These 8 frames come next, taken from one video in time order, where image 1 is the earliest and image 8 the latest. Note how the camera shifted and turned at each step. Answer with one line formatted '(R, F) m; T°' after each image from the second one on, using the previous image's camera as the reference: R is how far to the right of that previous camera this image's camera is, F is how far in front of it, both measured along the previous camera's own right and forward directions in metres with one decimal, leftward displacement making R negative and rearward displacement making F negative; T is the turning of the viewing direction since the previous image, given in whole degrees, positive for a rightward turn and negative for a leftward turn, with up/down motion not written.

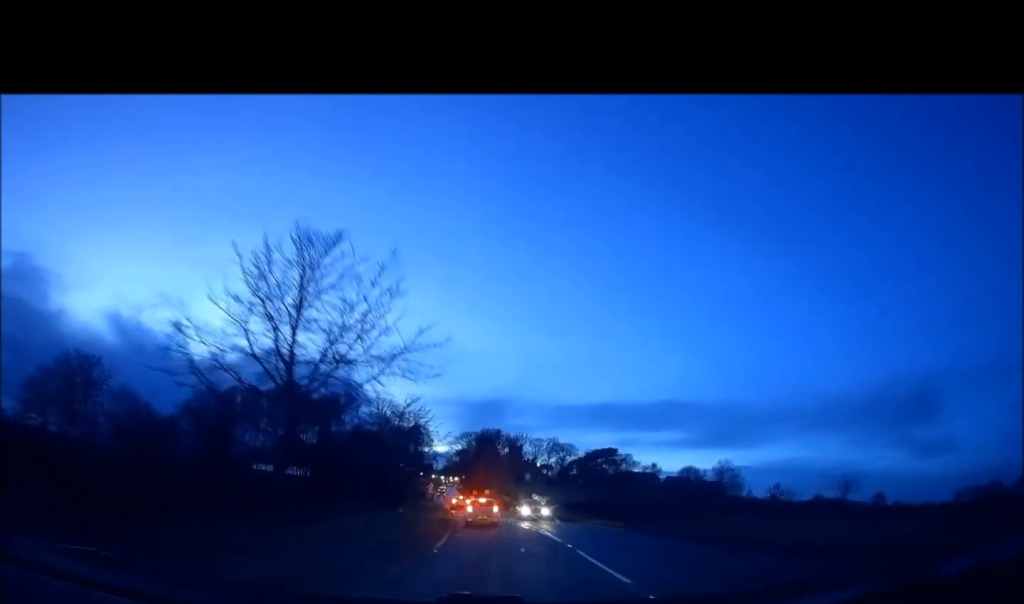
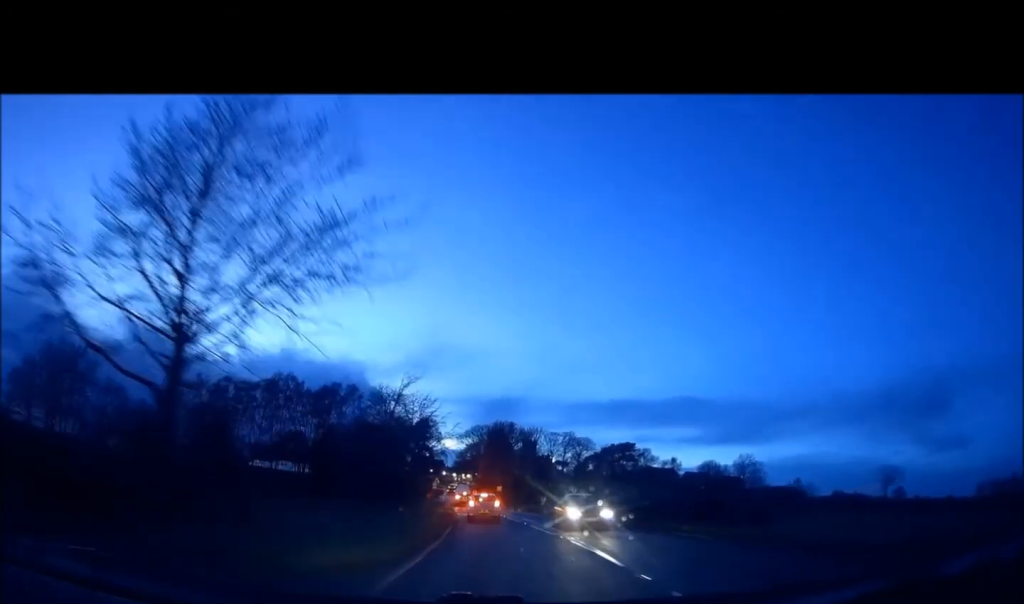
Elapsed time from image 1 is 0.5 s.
(0.0, +7.3) m; -1°
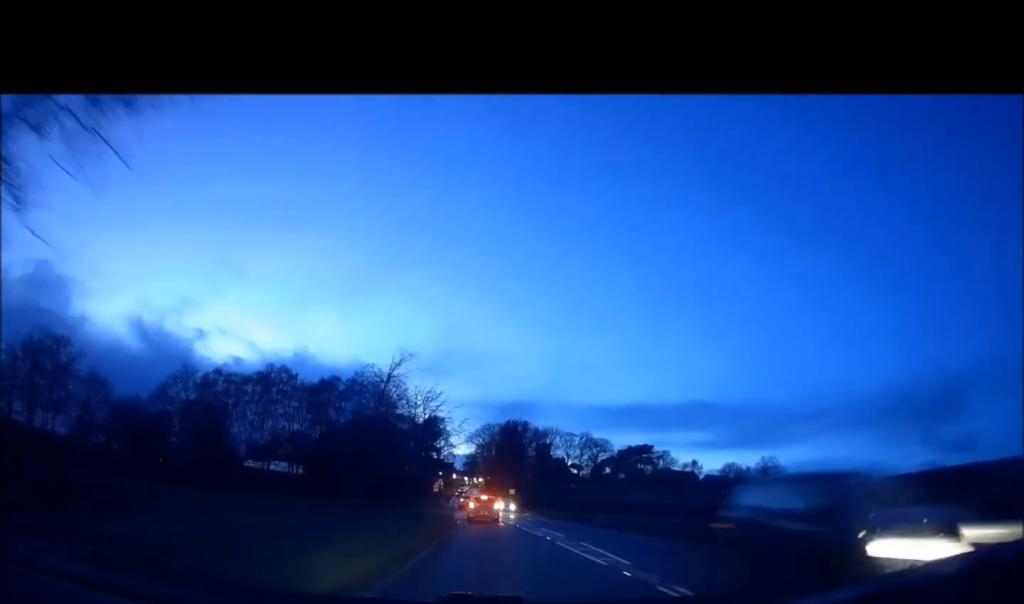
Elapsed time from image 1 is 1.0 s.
(-0.2, +8.1) m; -2°
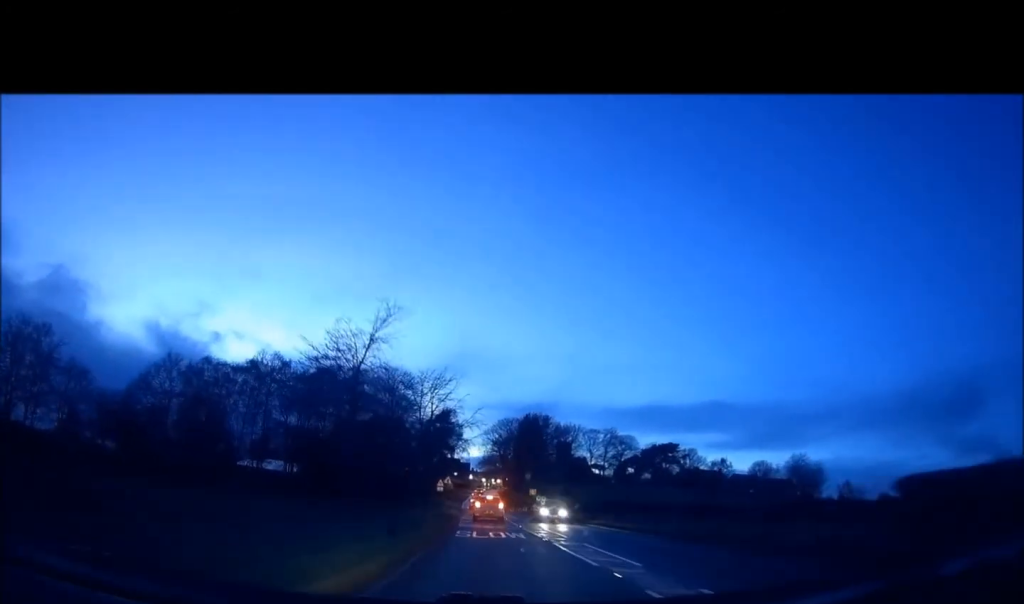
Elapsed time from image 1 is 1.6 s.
(-0.1, +8.3) m; -2°
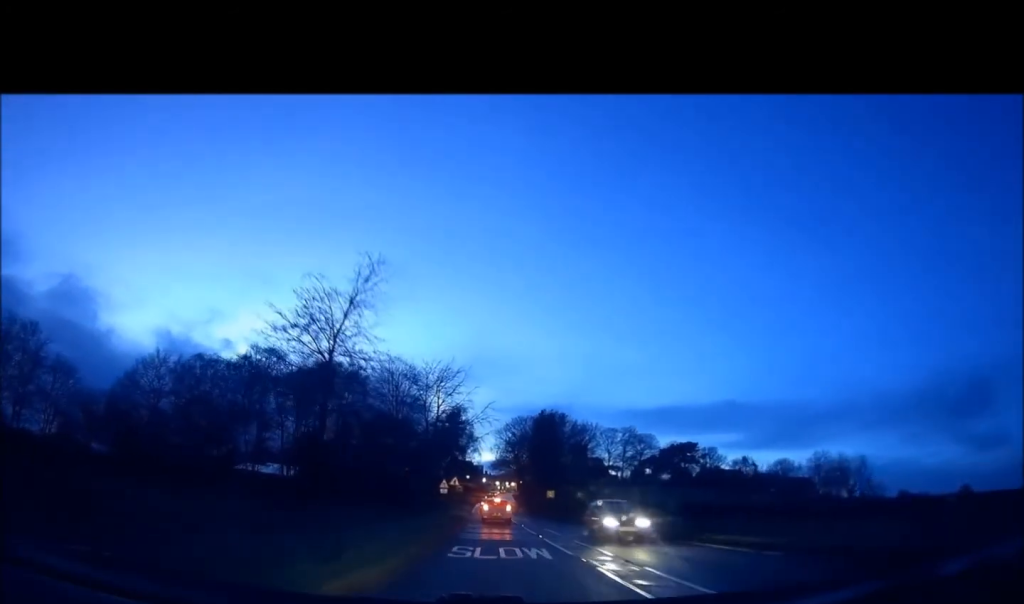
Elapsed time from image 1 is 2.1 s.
(-0.1, +6.0) m; -2°
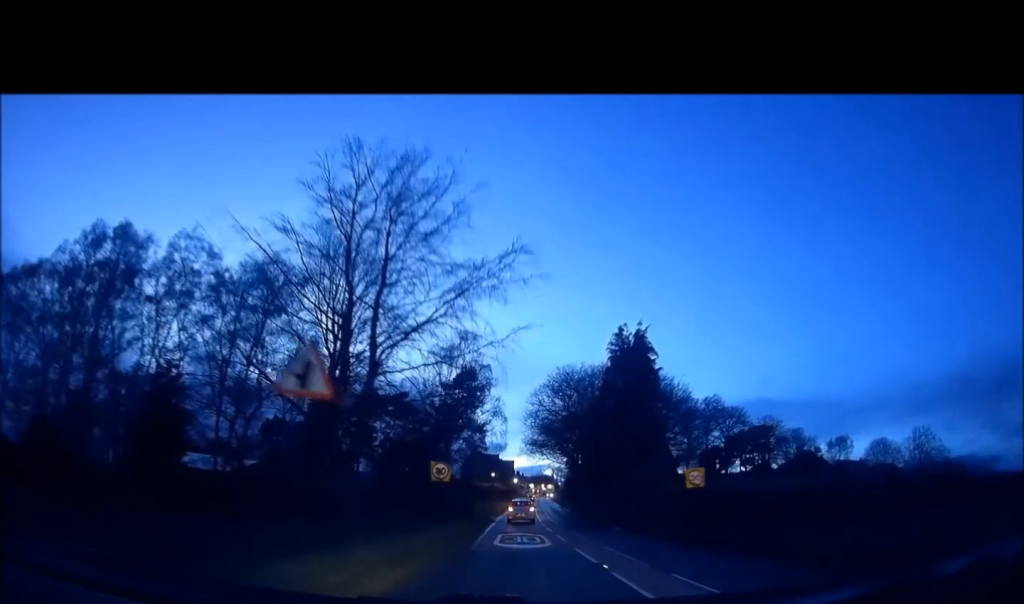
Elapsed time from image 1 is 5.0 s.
(-0.9, +34.3) m; -3°
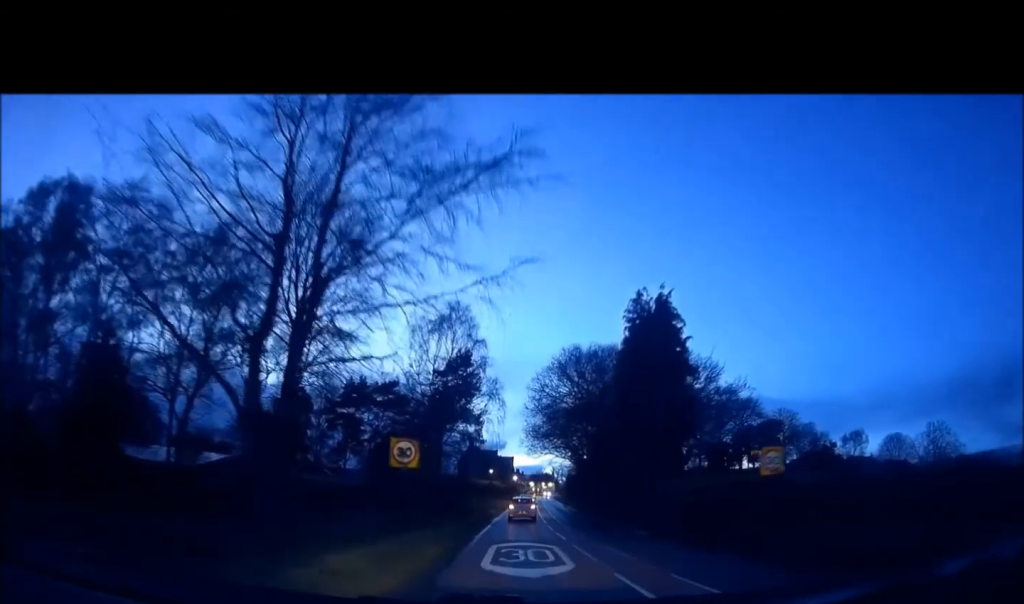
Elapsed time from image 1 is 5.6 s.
(-0.1, +6.2) m; -1°
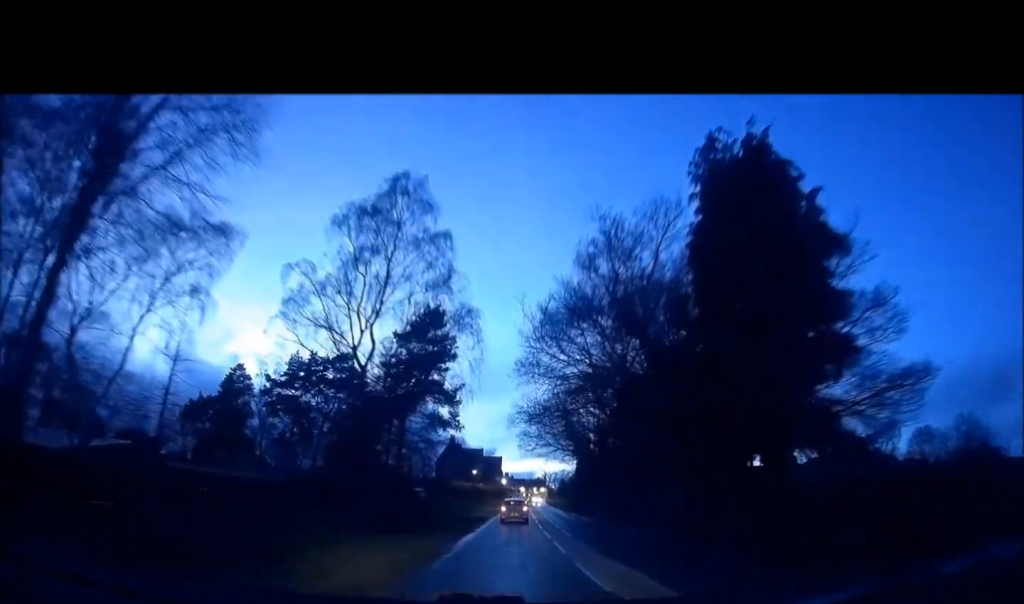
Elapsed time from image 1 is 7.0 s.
(+0.4, +15.3) m; +3°
